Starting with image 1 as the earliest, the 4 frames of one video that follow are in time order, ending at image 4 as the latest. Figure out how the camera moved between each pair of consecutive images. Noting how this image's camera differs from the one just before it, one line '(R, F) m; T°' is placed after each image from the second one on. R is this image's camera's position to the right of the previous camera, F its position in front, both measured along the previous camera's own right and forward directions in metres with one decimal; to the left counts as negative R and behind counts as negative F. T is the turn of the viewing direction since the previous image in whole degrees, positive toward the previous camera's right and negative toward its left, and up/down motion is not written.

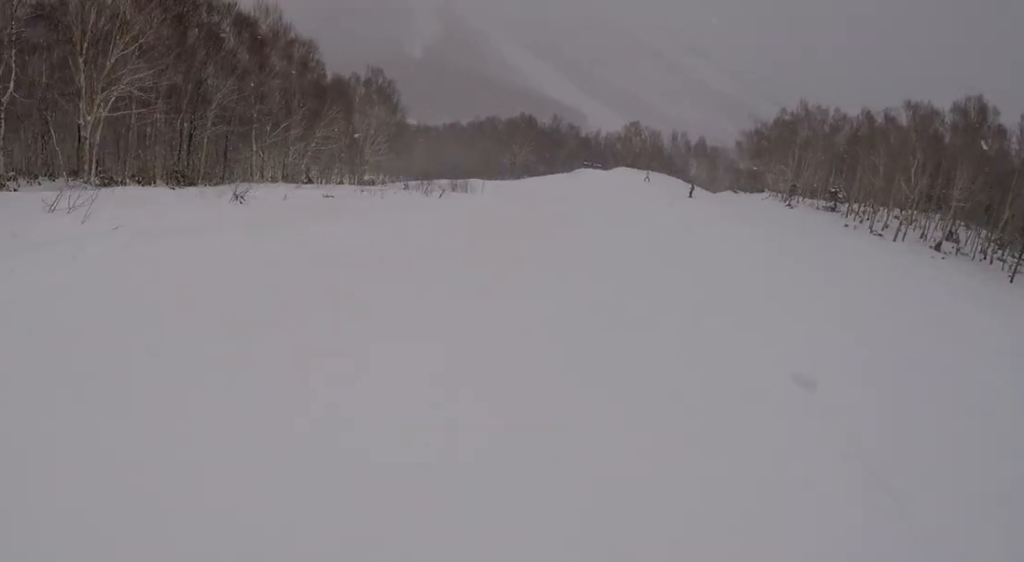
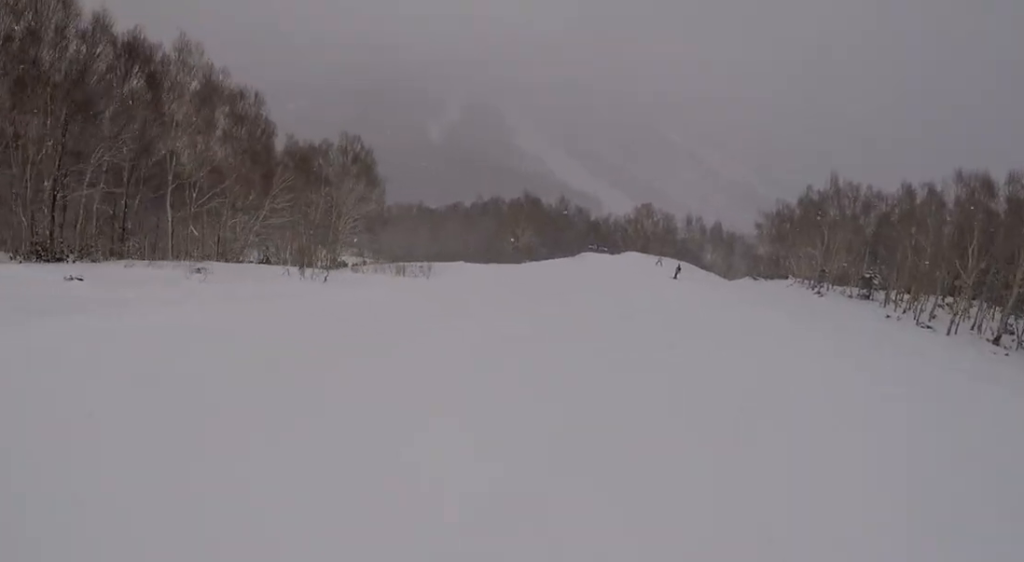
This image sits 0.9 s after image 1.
(0.0, +10.4) m; 0°
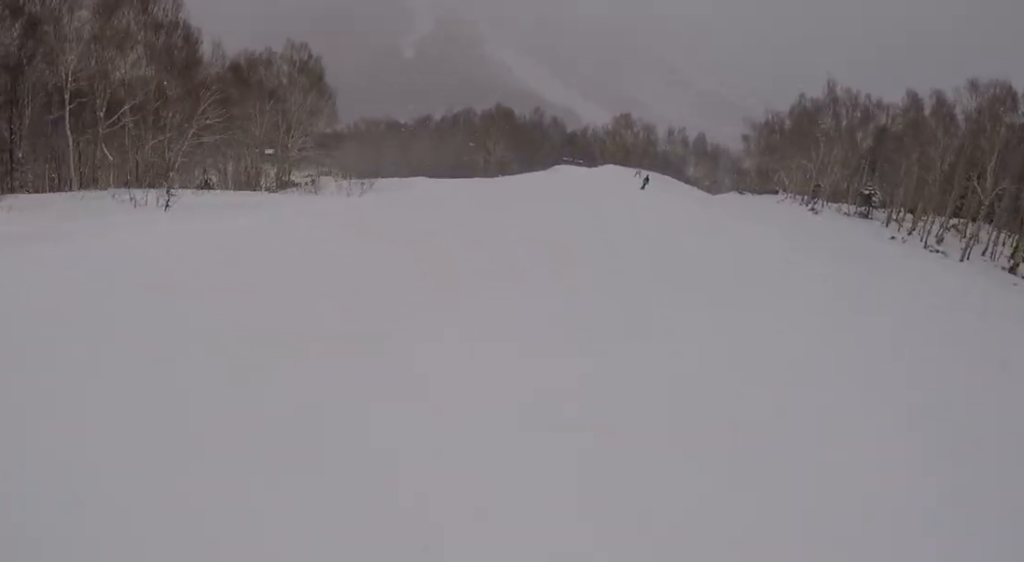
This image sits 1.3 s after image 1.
(0.0, +5.3) m; -1°
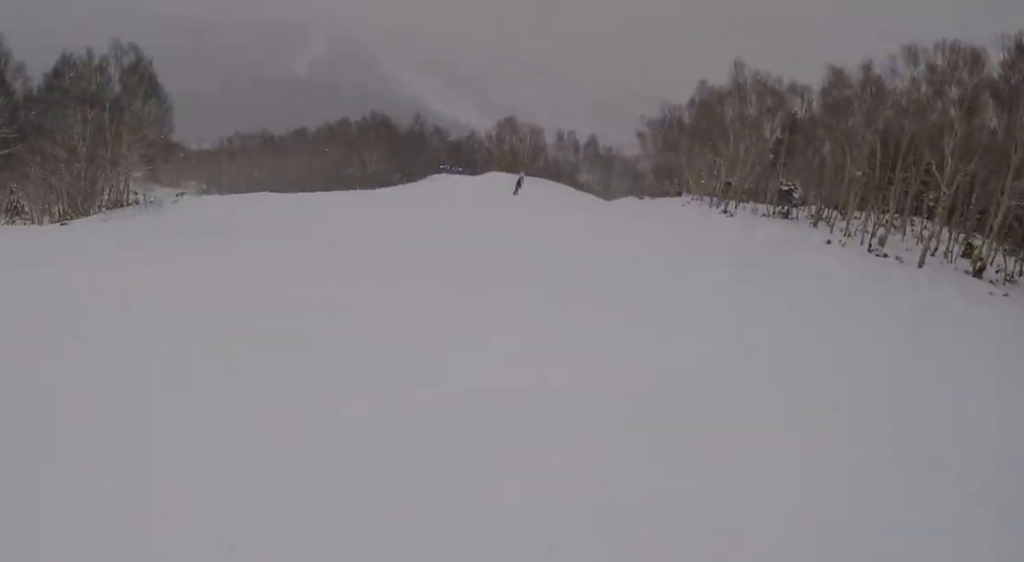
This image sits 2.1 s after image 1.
(-0.1, +9.7) m; -1°
